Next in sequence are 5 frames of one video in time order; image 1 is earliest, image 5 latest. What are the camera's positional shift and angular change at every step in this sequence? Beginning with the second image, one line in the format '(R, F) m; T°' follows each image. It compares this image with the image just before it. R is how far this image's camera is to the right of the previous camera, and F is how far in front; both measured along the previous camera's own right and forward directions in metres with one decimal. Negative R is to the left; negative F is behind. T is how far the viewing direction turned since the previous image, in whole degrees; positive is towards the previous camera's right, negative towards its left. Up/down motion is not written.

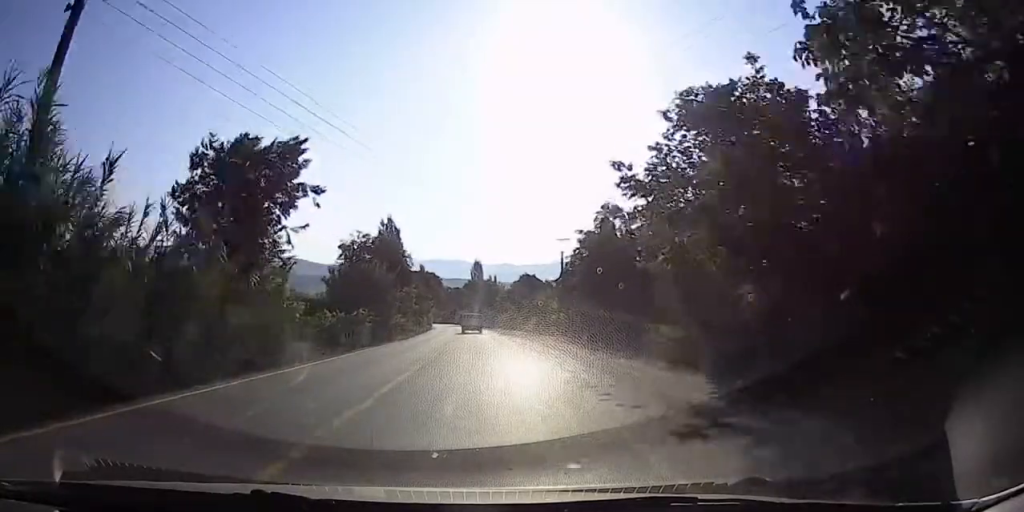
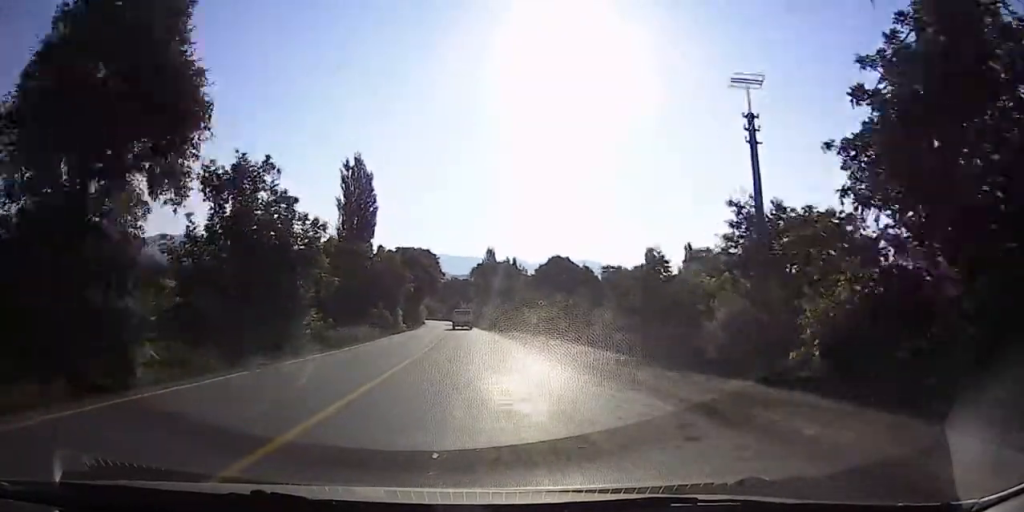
(+0.7, +32.7) m; +1°
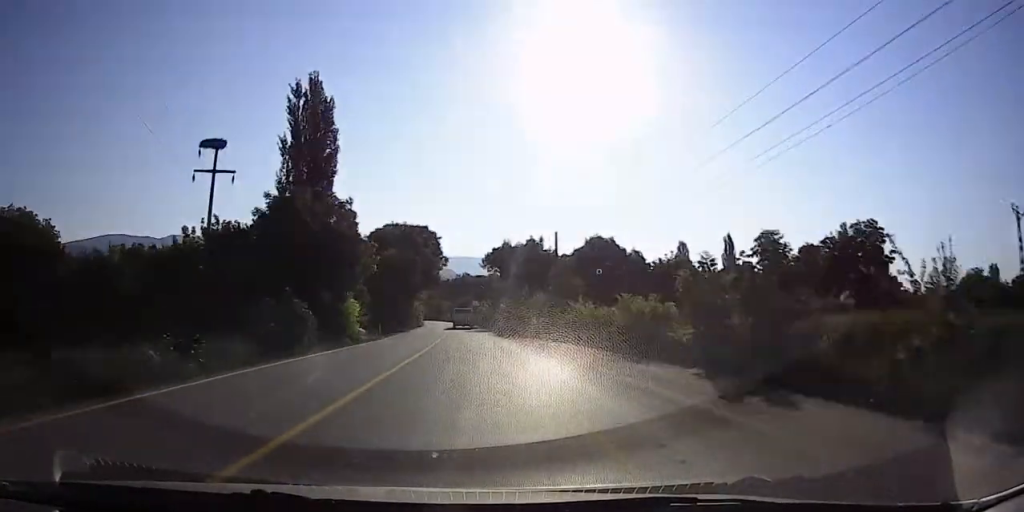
(0.0, +21.5) m; 0°
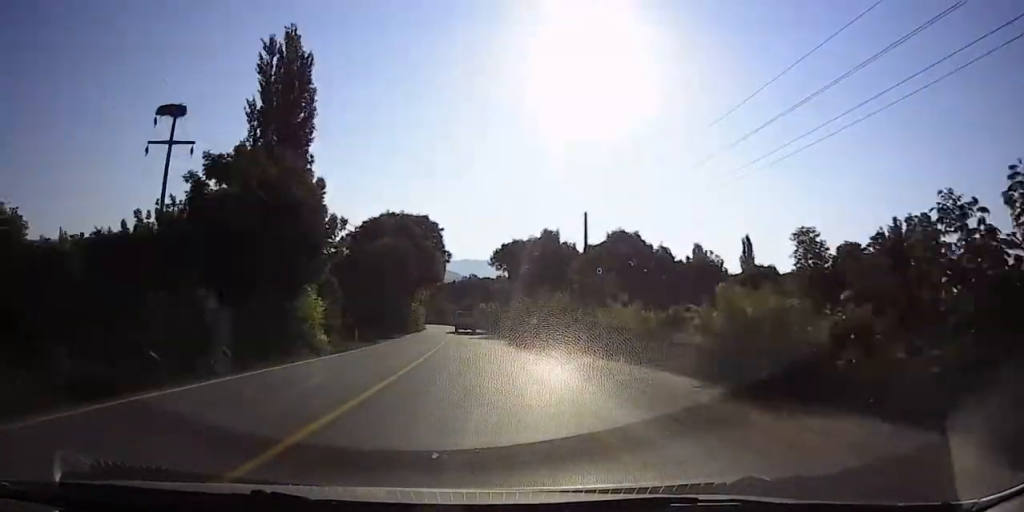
(0.0, +7.9) m; -1°
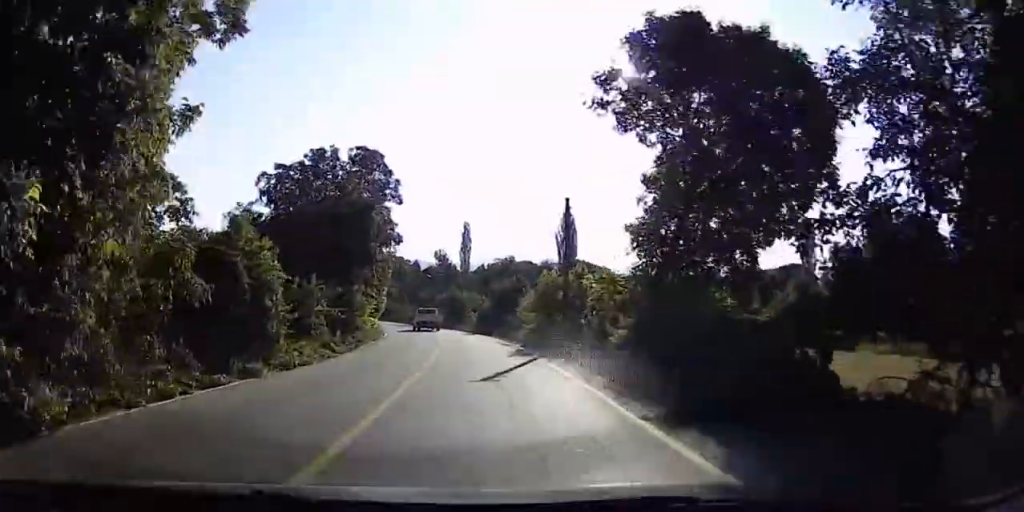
(-1.6, +53.8) m; -2°
